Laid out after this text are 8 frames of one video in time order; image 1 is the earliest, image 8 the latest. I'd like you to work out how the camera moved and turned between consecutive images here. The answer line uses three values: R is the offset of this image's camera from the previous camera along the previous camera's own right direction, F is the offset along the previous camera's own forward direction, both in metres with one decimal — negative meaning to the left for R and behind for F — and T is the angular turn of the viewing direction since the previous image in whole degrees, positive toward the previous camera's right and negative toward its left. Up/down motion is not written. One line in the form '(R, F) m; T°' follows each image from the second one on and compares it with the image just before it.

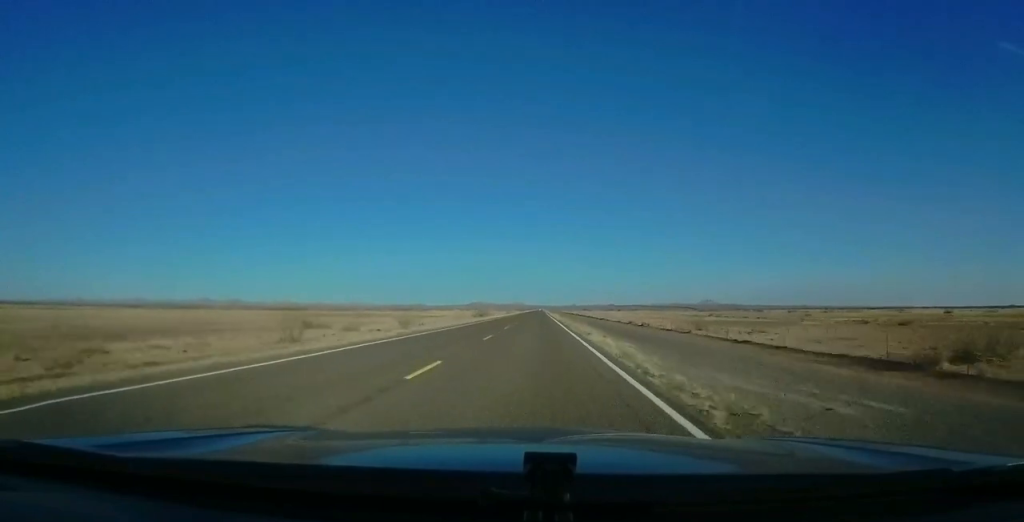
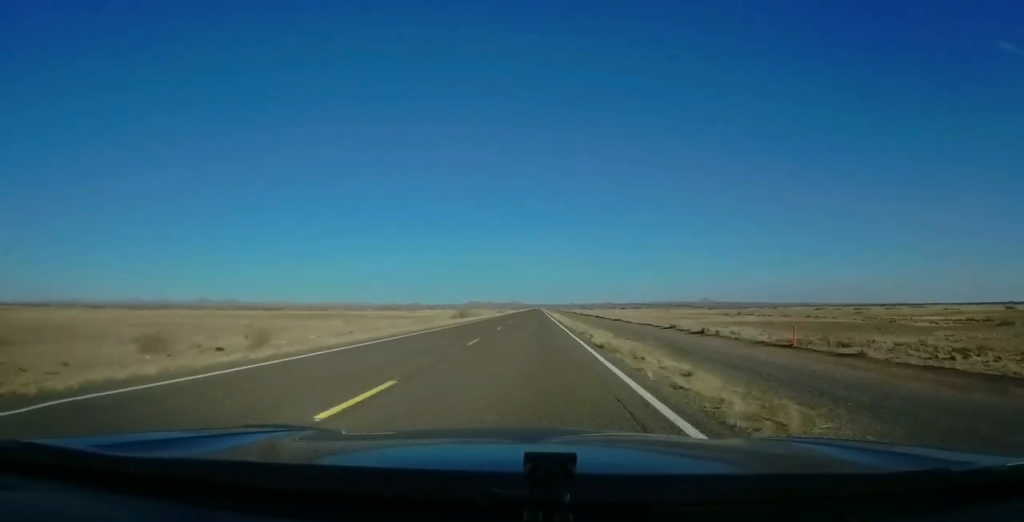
(+0.5, +28.2) m; +1°
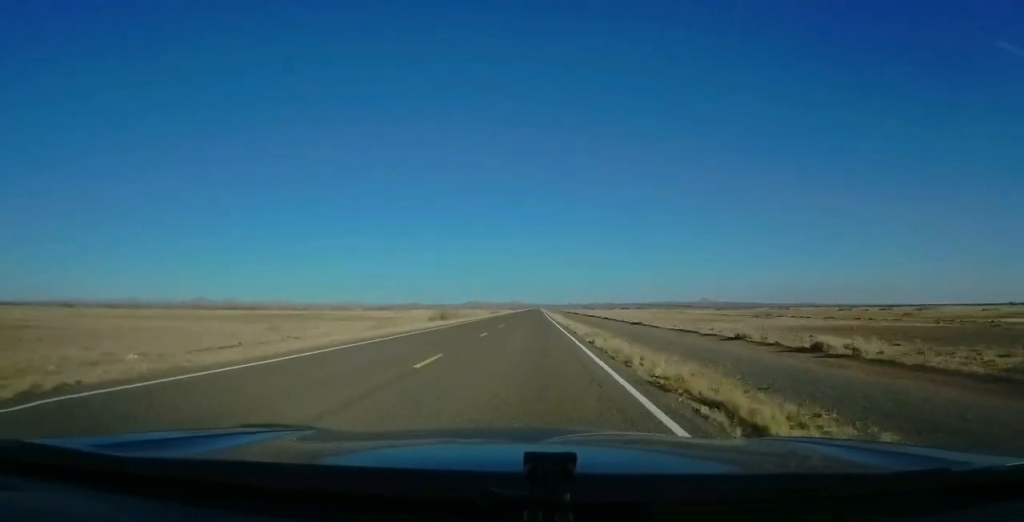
(0.0, +19.4) m; -1°
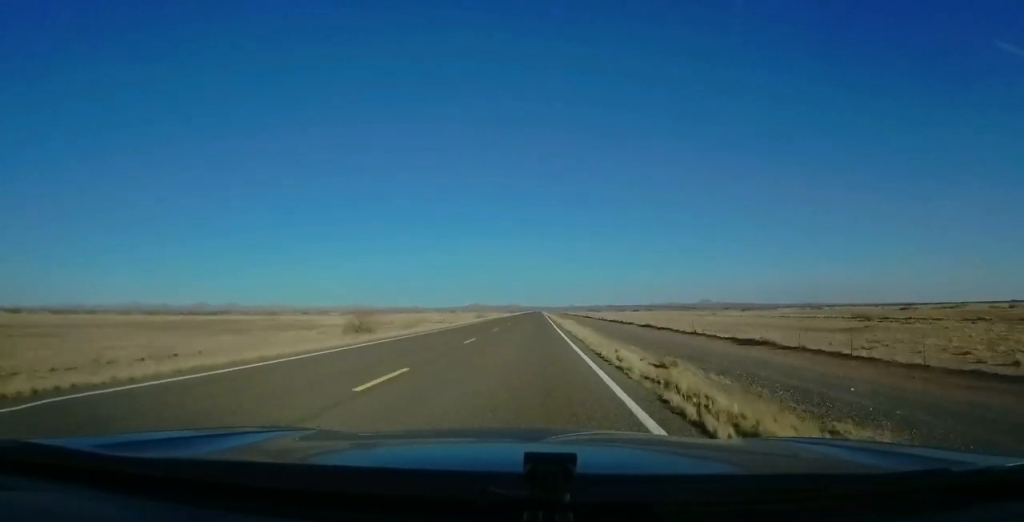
(-0.7, +39.9) m; 0°
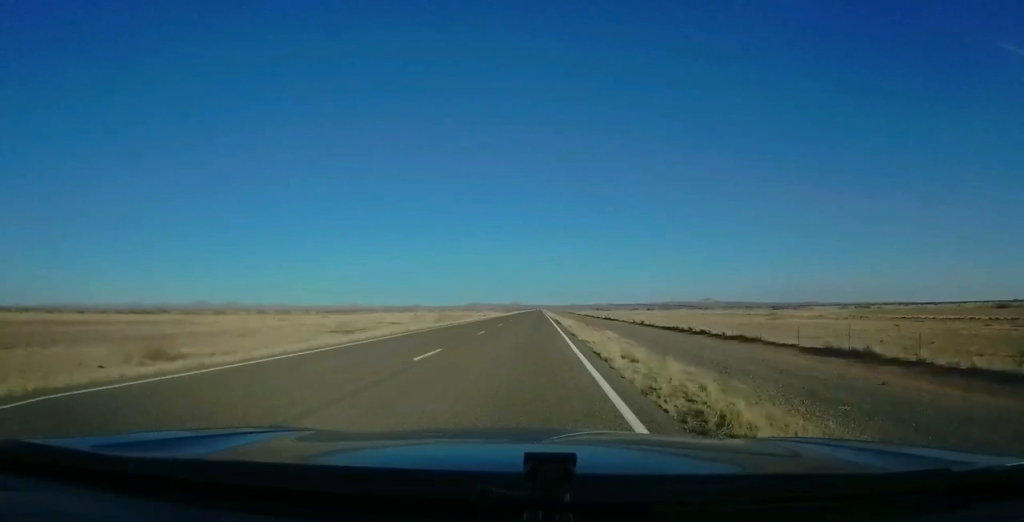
(+0.6, +44.7) m; +1°
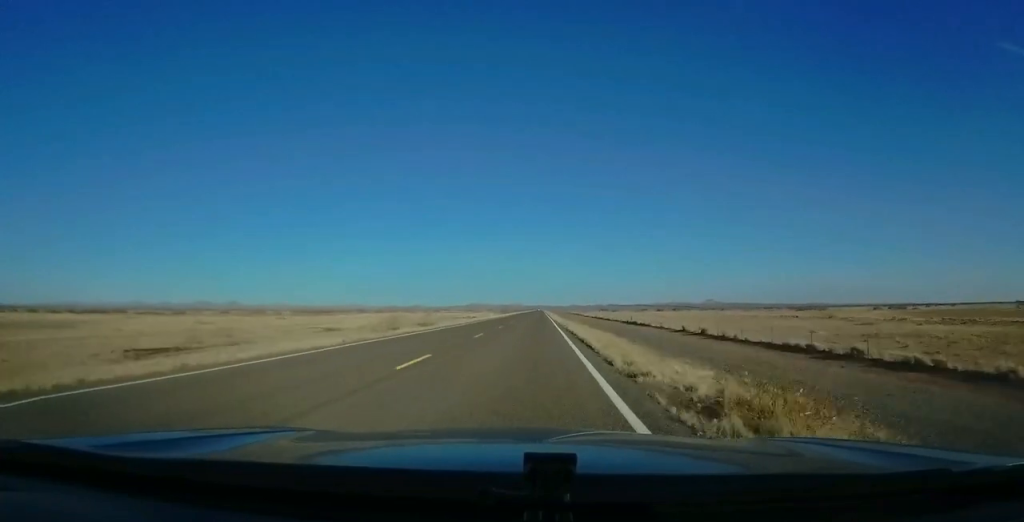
(-0.3, +26.1) m; -1°
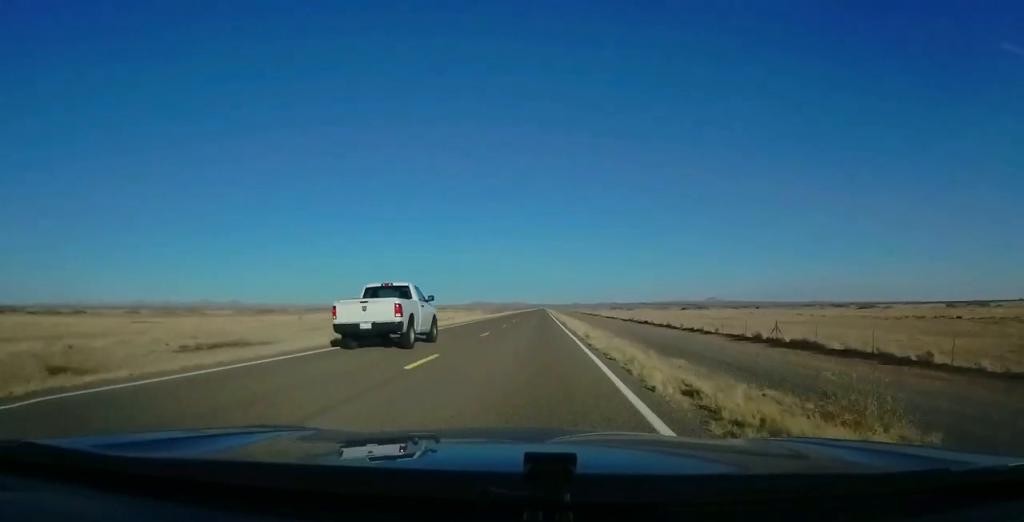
(-0.2, +49.5) m; 0°
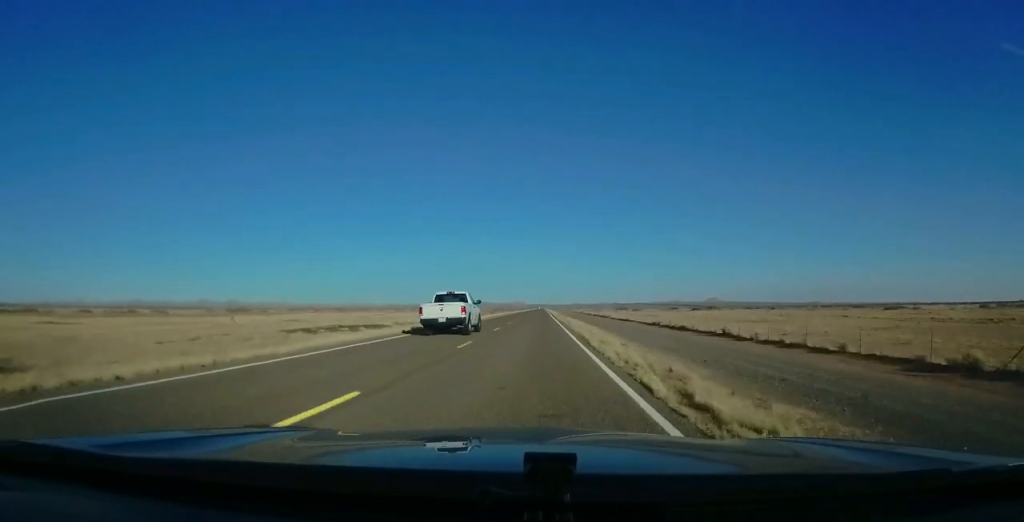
(0.0, +18.5) m; 0°
